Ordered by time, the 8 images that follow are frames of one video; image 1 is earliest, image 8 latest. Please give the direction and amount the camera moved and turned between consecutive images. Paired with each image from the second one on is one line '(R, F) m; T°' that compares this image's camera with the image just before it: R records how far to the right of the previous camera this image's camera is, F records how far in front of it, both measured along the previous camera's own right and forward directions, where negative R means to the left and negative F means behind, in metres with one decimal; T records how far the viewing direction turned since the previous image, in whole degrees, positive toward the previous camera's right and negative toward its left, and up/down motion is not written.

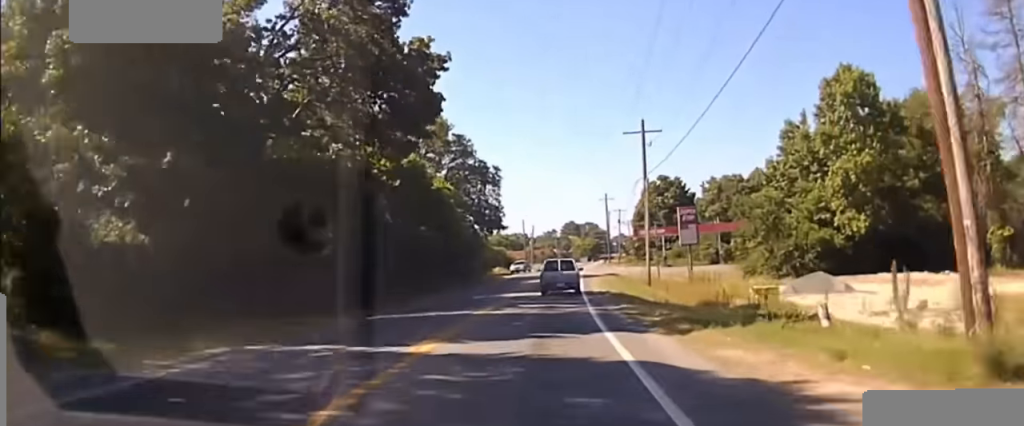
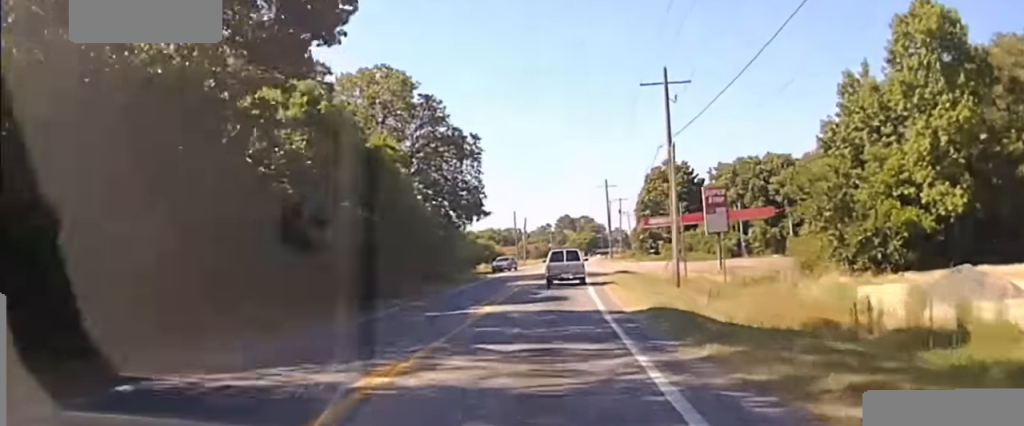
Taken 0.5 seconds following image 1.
(+0.1, +17.3) m; 0°
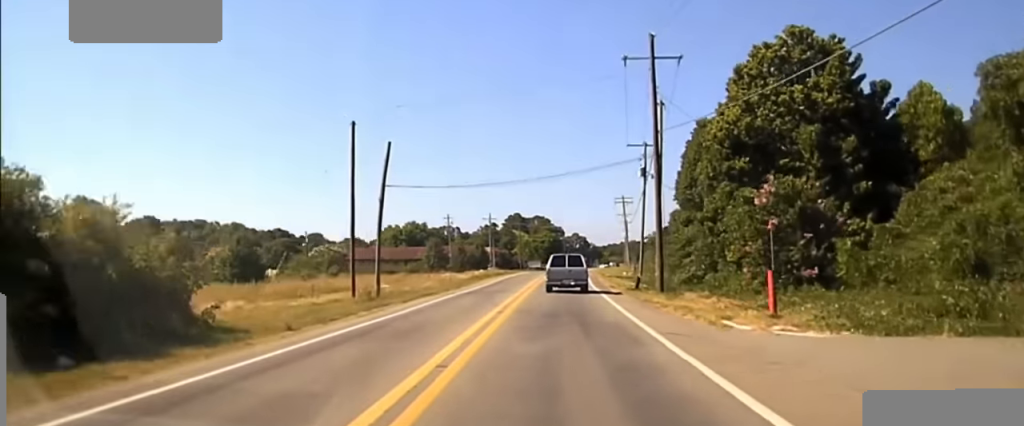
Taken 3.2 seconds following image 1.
(+2.7, +95.3) m; +3°
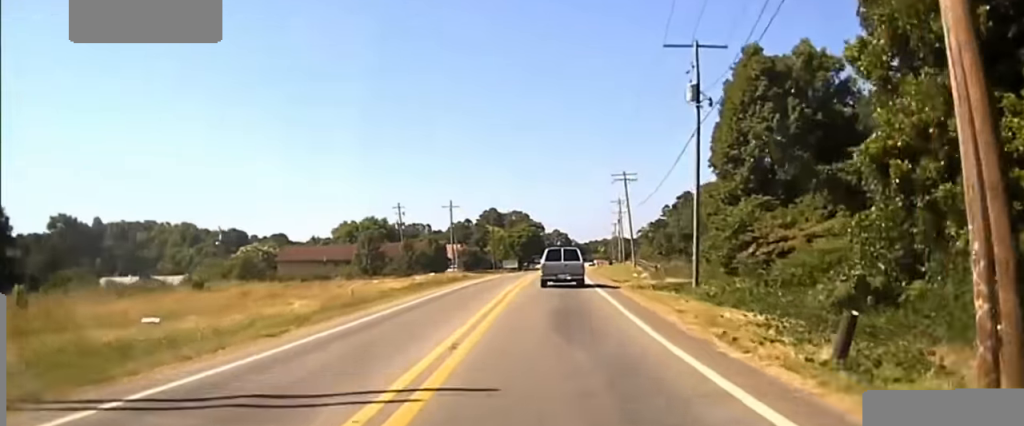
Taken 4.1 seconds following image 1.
(+0.1, +33.0) m; +1°
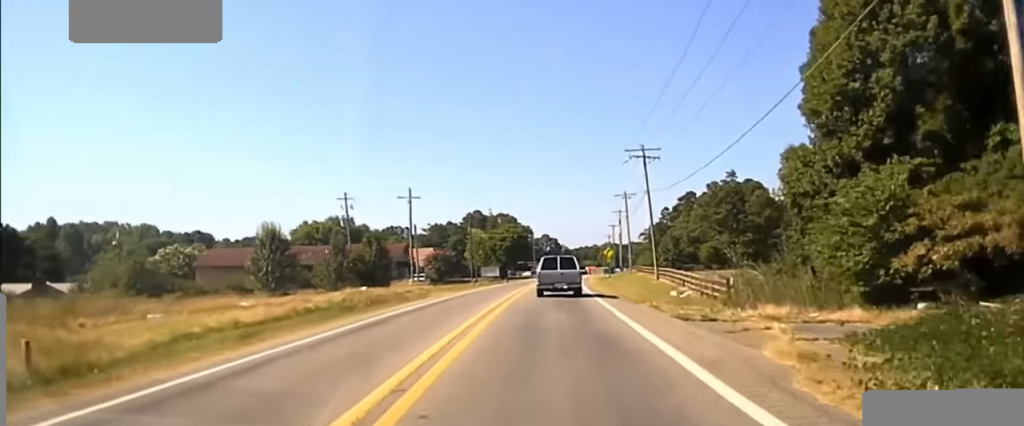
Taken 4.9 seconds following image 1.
(+0.4, +29.3) m; +1°
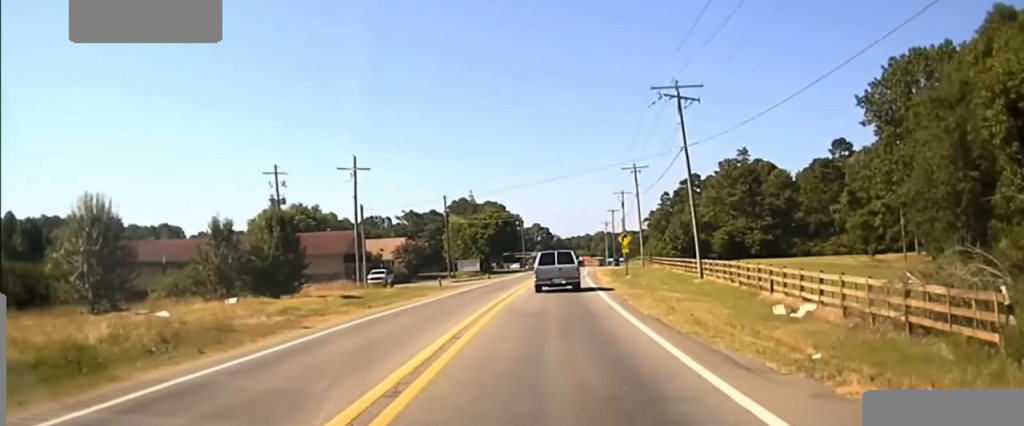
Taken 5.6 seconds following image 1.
(+0.2, +23.2) m; +1°
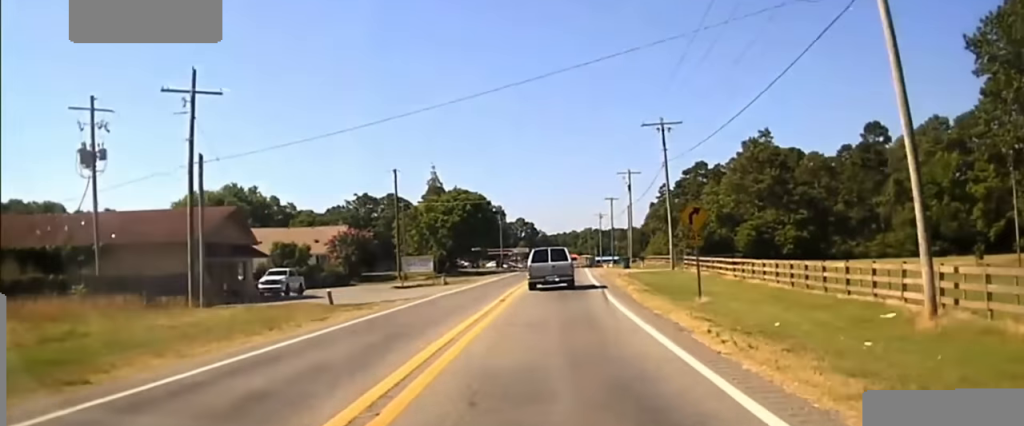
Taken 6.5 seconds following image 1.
(+0.2, +32.8) m; +1°
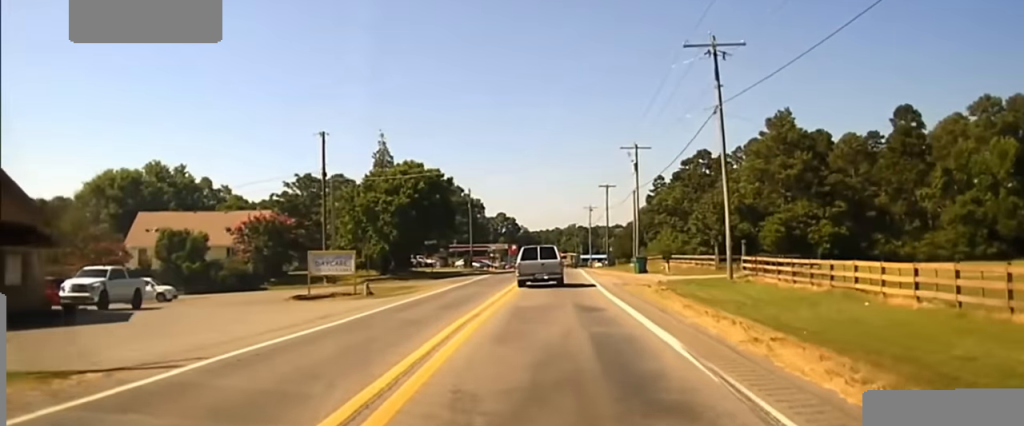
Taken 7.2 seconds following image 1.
(+0.6, +24.1) m; +1°
